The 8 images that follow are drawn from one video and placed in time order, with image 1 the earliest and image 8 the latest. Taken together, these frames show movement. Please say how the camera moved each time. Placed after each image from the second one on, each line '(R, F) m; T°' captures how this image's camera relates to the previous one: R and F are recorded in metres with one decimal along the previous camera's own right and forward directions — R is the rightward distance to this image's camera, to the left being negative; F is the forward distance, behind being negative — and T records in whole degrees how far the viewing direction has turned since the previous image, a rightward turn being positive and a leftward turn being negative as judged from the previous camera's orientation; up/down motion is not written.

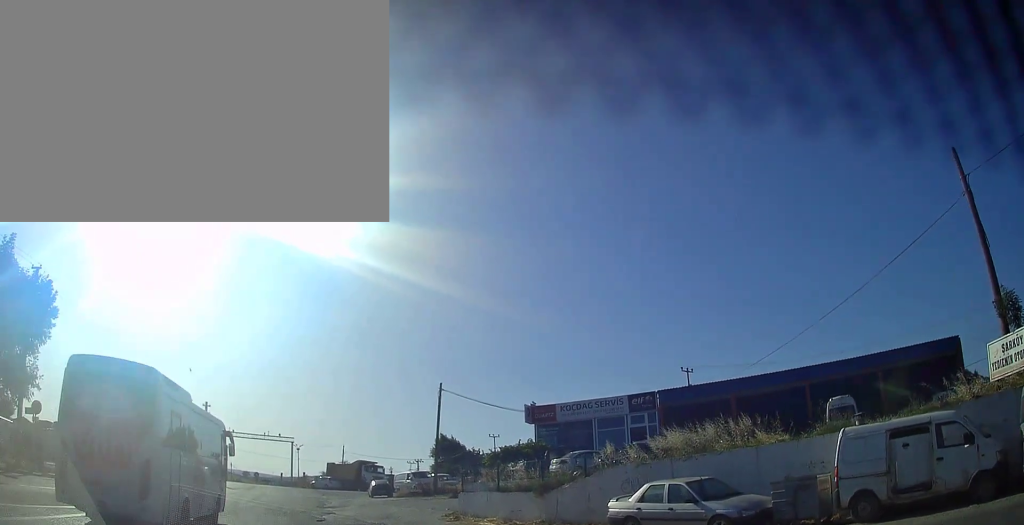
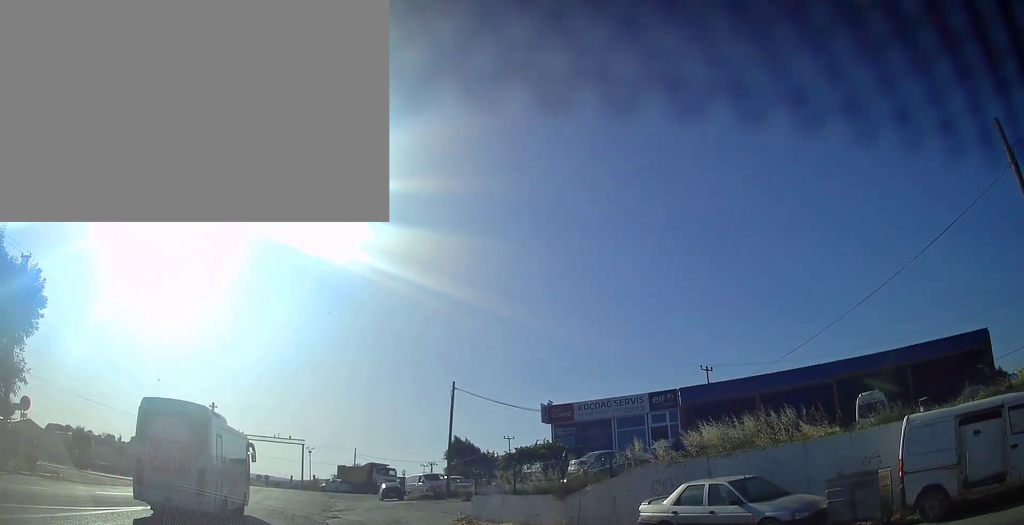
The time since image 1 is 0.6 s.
(+0.1, +1.1) m; 0°
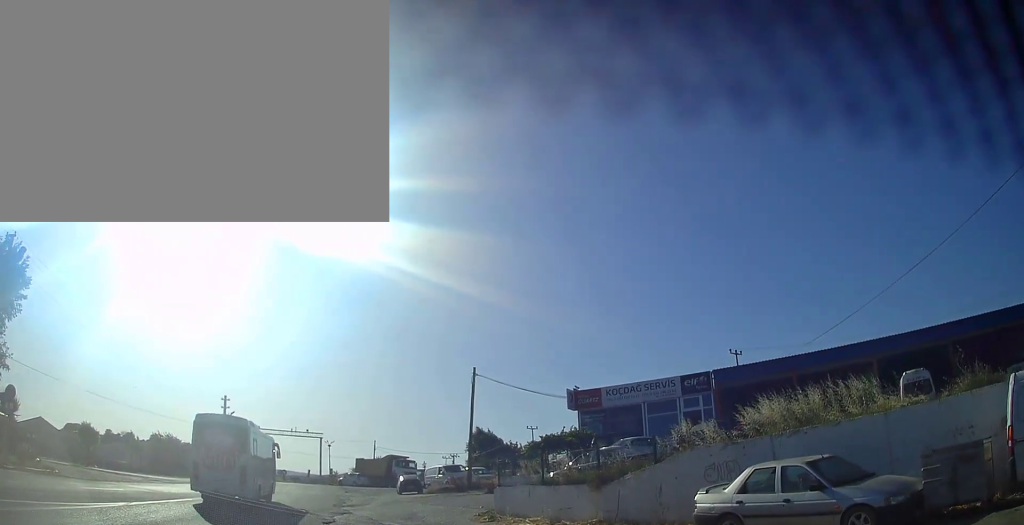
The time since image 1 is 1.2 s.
(-0.1, +1.9) m; -4°
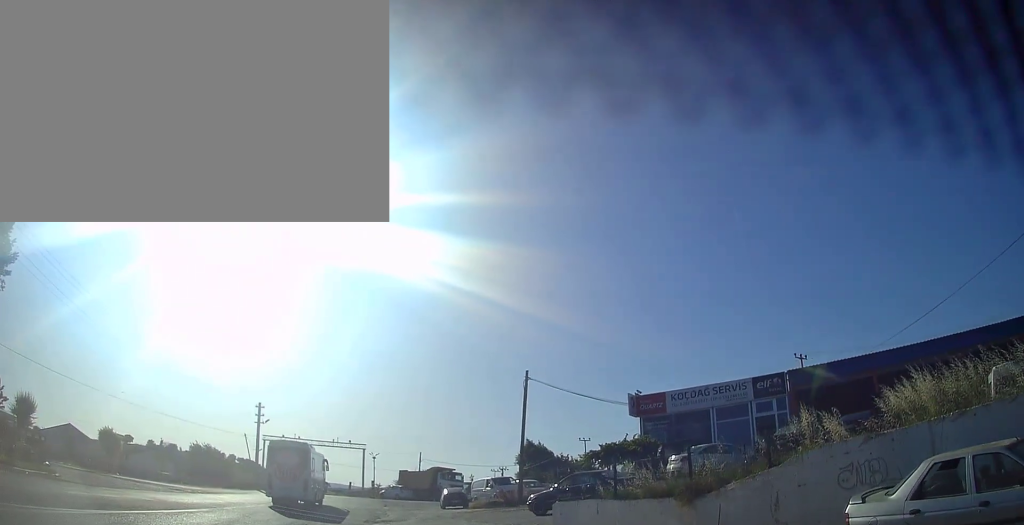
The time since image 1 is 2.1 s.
(-0.2, +3.2) m; -5°
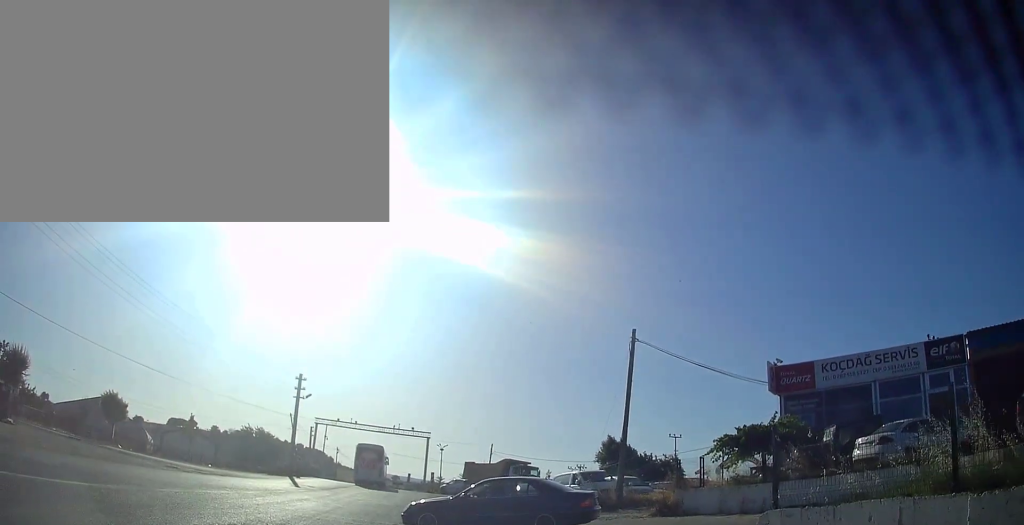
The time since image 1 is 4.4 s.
(-0.5, +8.9) m; -6°
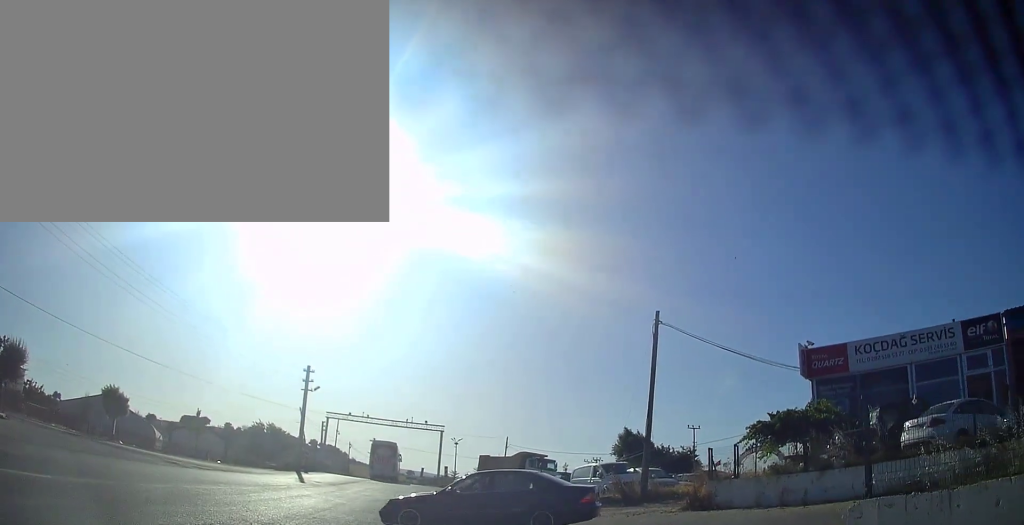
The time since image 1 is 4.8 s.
(0.0, +1.8) m; -1°
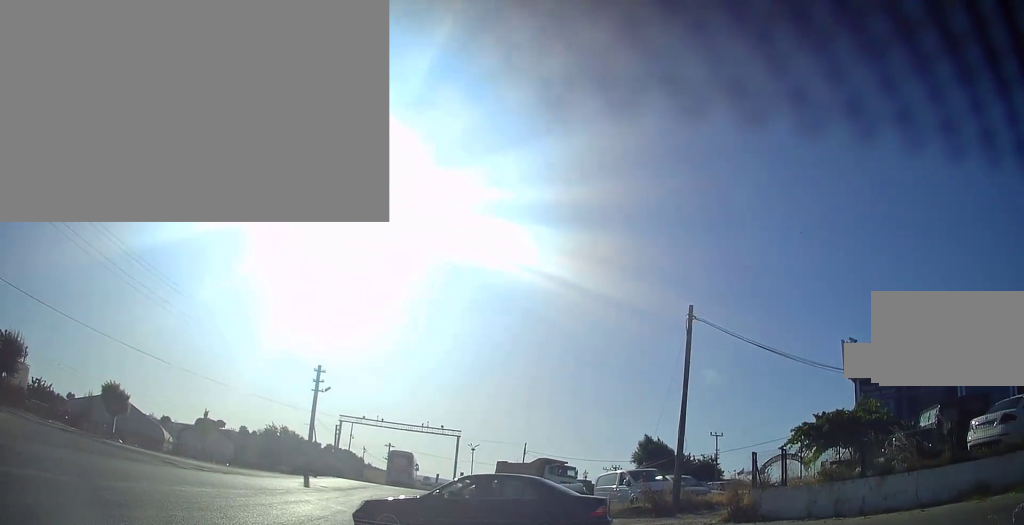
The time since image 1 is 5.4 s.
(0.0, +2.2) m; -1°
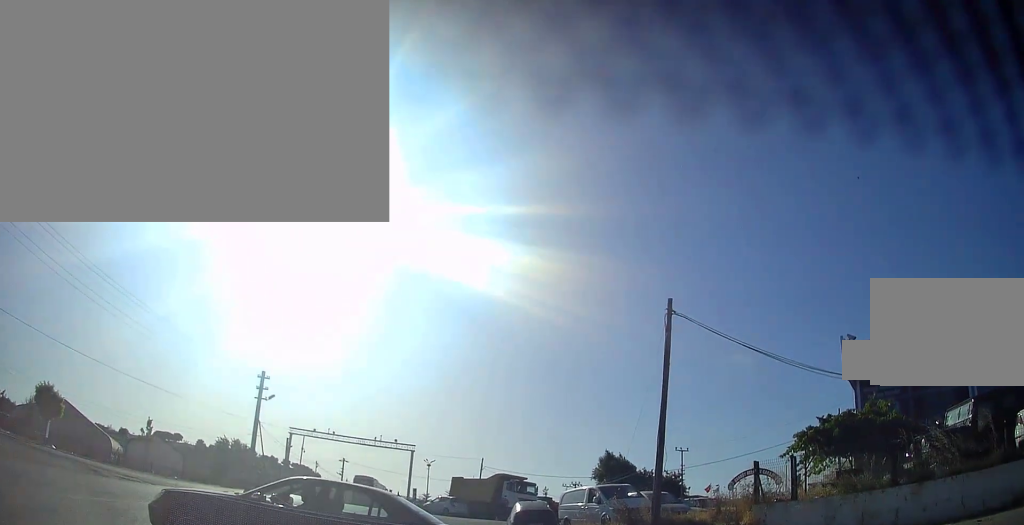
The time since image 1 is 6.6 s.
(0.0, +3.5) m; +3°
